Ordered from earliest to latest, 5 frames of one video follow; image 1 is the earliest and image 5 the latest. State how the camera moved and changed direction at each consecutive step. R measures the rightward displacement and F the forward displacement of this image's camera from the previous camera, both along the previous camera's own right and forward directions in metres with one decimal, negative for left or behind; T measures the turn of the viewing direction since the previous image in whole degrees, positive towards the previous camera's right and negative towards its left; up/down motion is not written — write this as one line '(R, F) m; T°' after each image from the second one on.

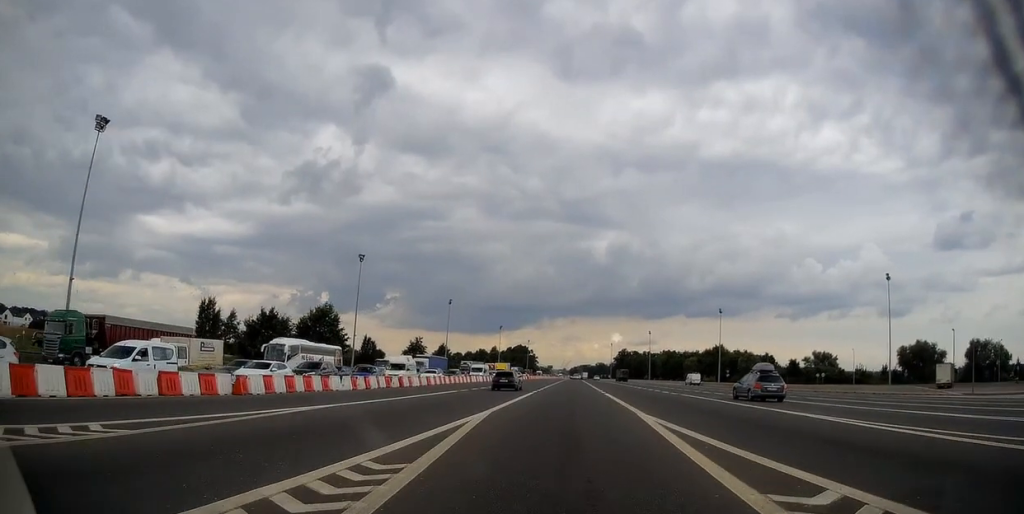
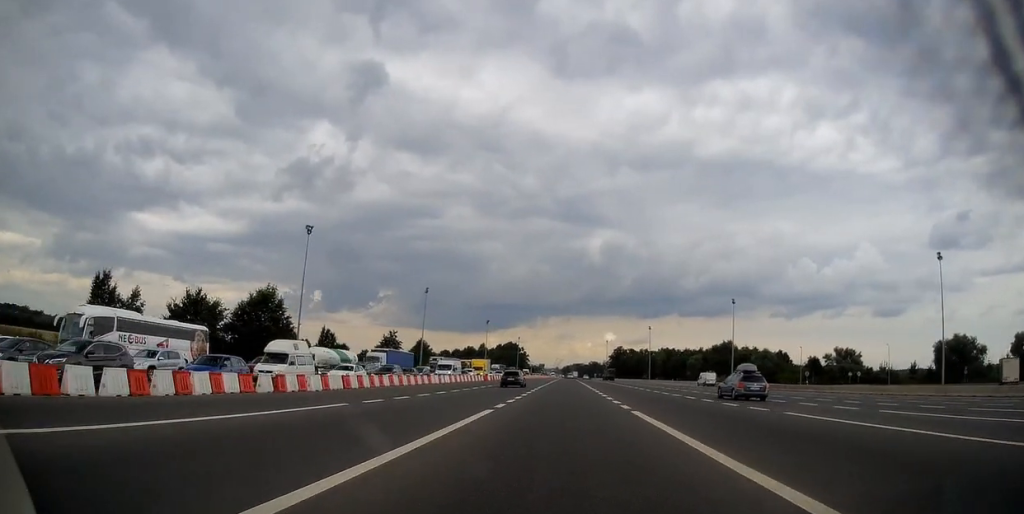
(+0.5, +21.1) m; +2°
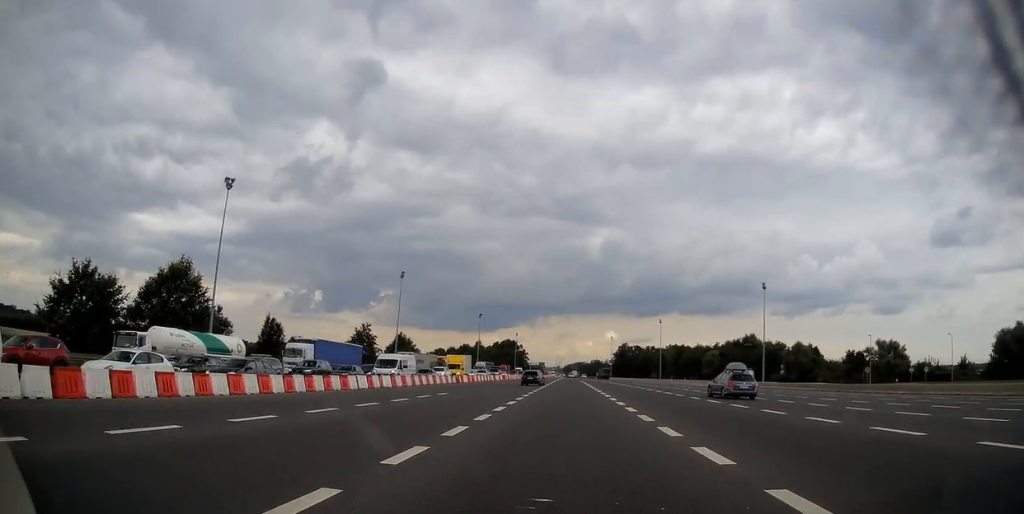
(-0.1, +24.1) m; 0°
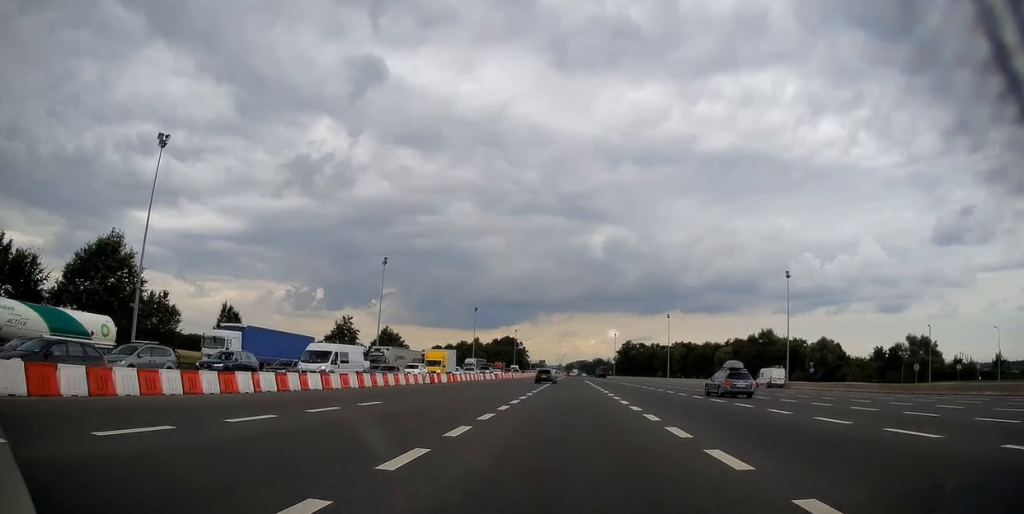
(-0.1, +13.6) m; 0°
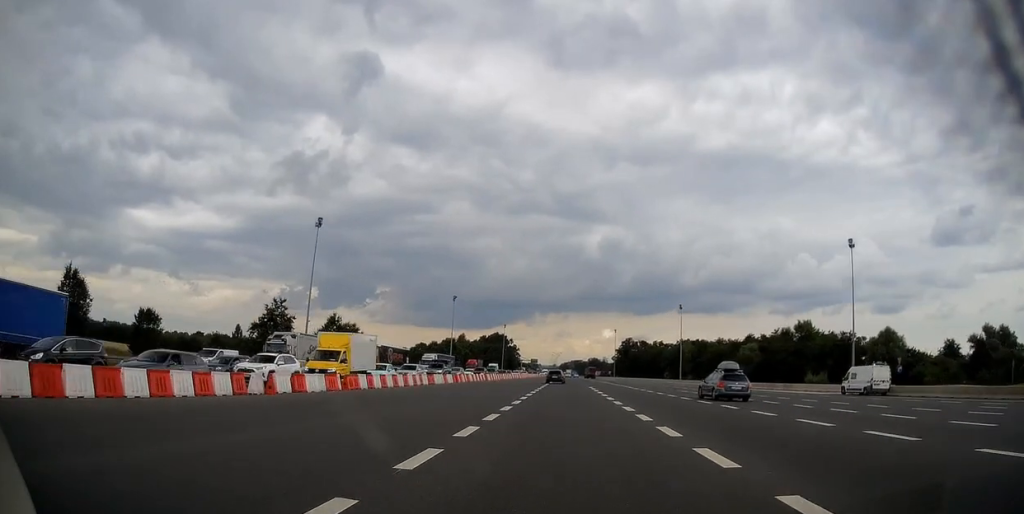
(+0.4, +29.8) m; +1°
